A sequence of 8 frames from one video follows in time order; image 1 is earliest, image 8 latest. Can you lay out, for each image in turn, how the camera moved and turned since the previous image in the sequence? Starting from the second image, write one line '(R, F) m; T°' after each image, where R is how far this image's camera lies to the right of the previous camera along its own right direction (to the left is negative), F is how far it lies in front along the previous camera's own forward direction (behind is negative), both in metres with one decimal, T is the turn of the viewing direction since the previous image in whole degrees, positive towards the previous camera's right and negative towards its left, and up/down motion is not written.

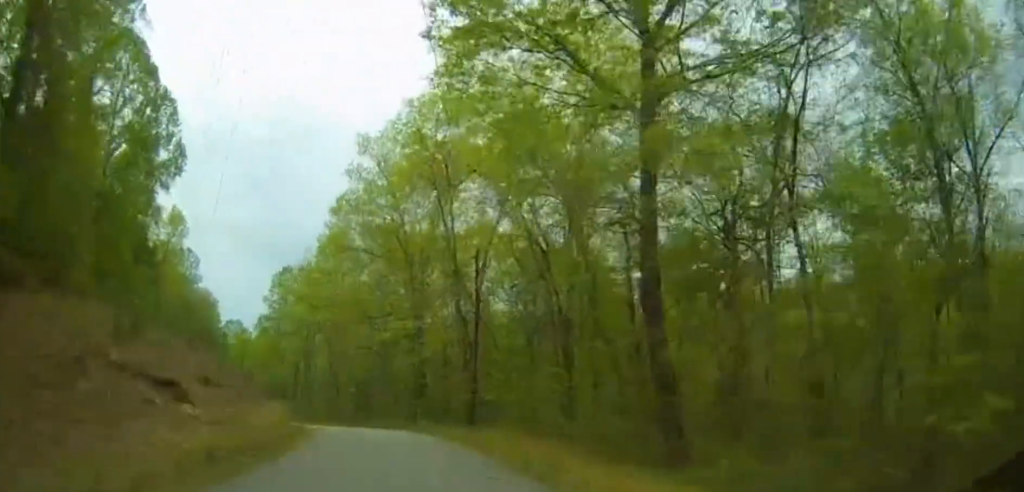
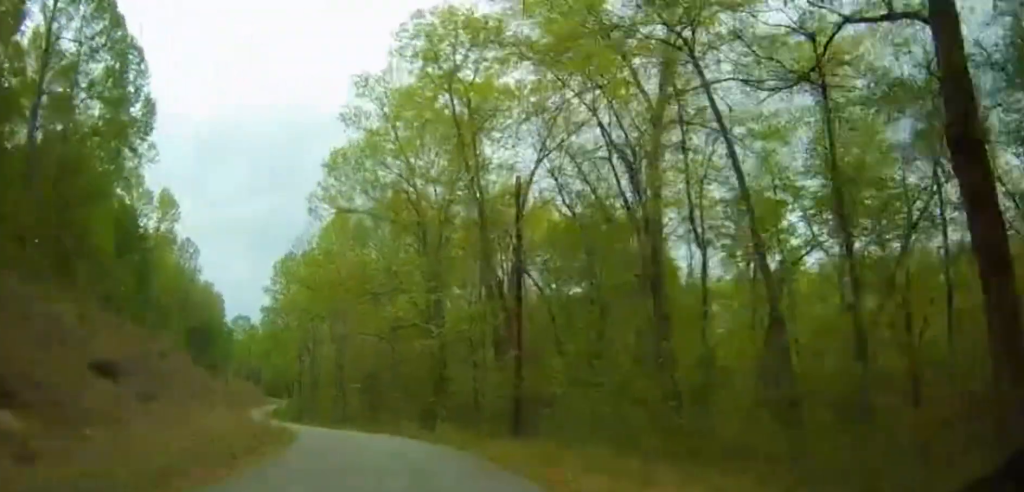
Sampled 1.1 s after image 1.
(-0.4, +9.8) m; -1°
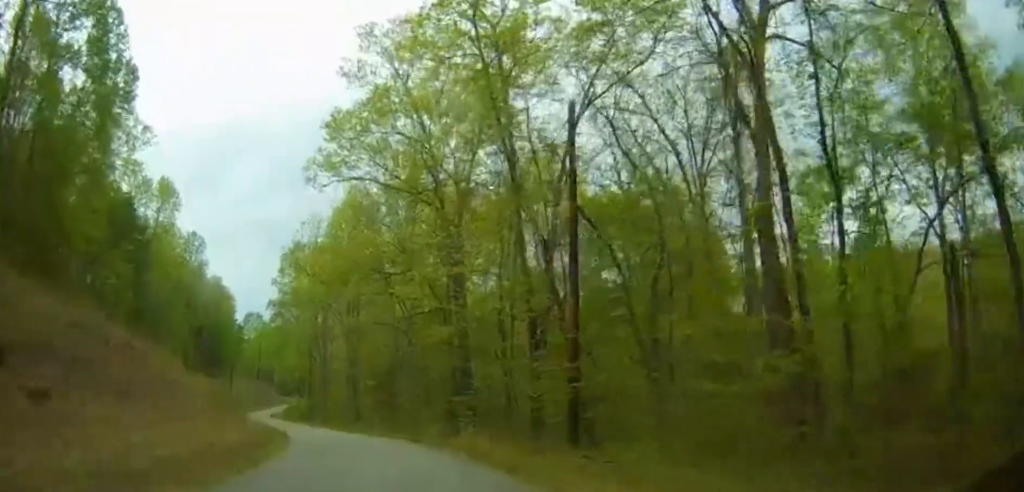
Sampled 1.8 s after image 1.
(+0.3, +6.0) m; -1°
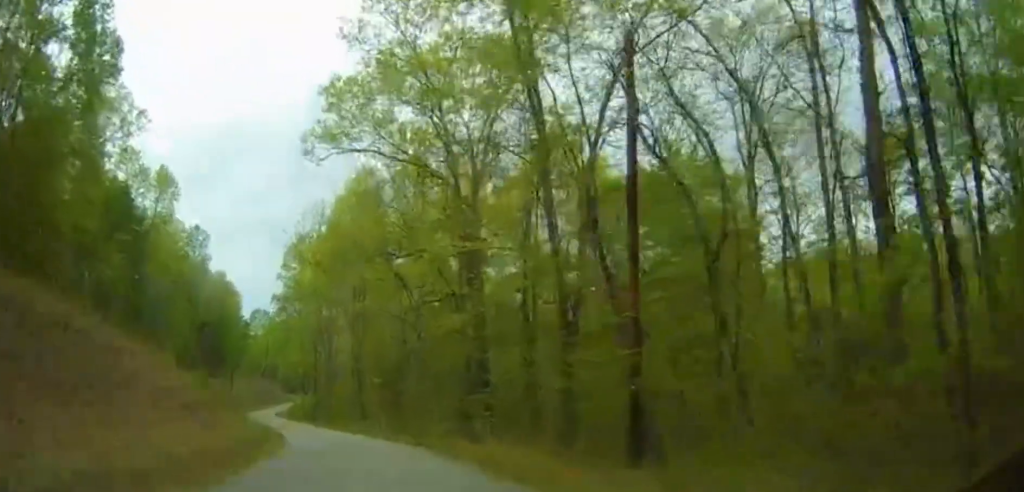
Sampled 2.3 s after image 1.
(-0.3, +3.9) m; -1°
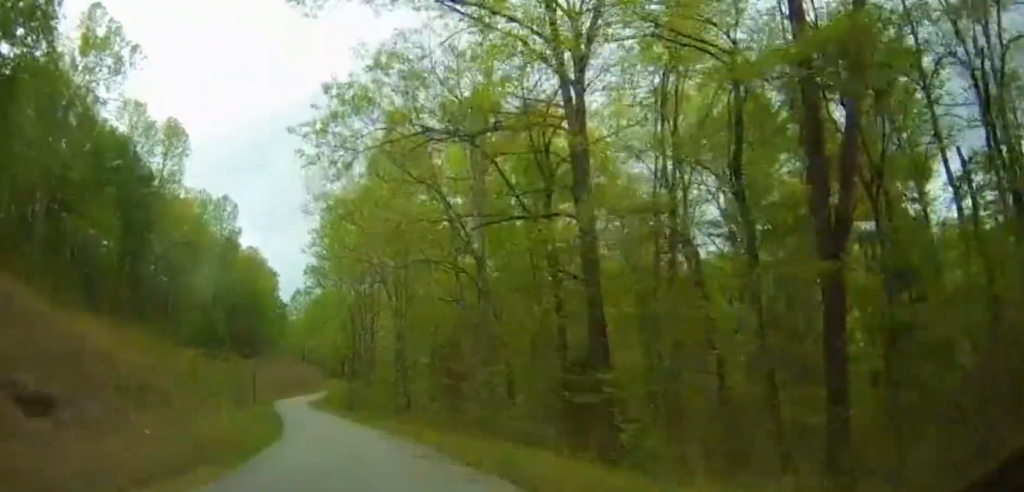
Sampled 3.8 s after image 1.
(-0.2, +12.7) m; 0°
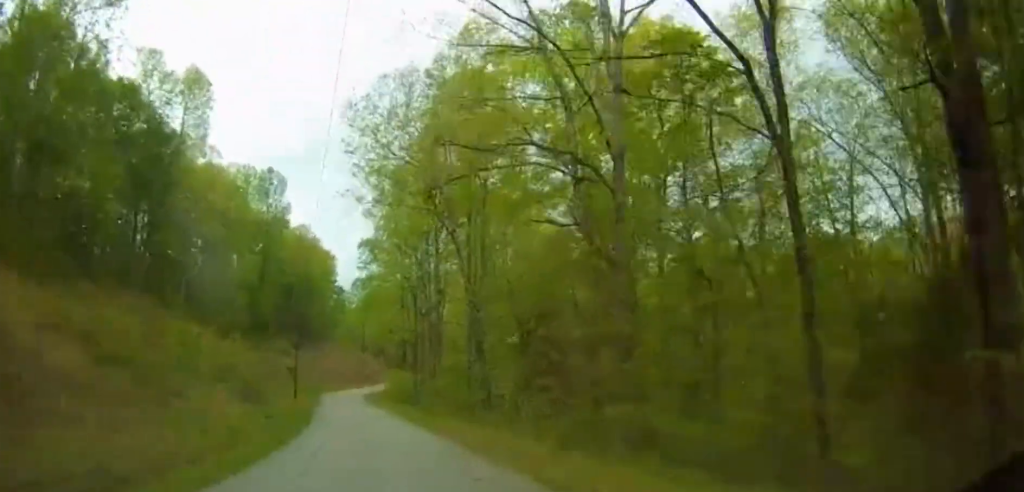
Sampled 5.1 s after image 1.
(-0.6, +12.3) m; -8°
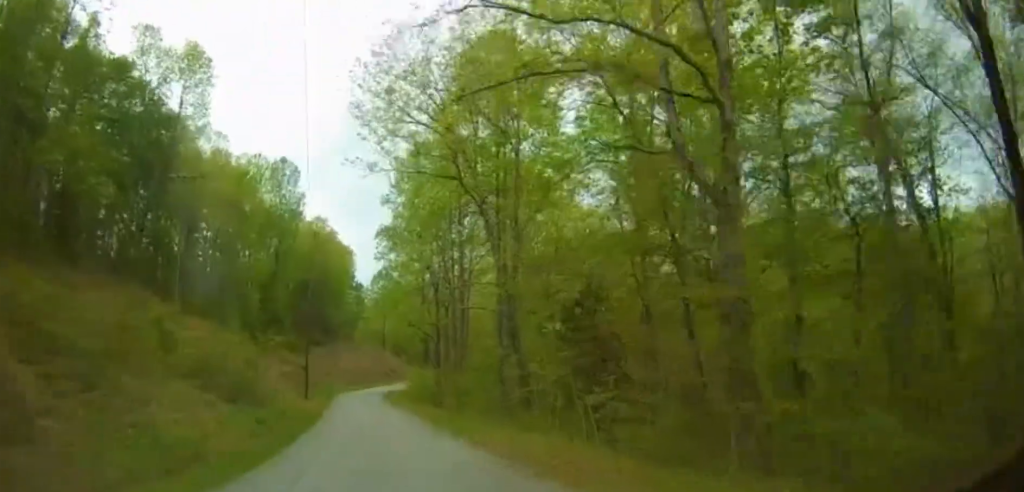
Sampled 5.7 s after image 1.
(-0.5, +5.3) m; -2°
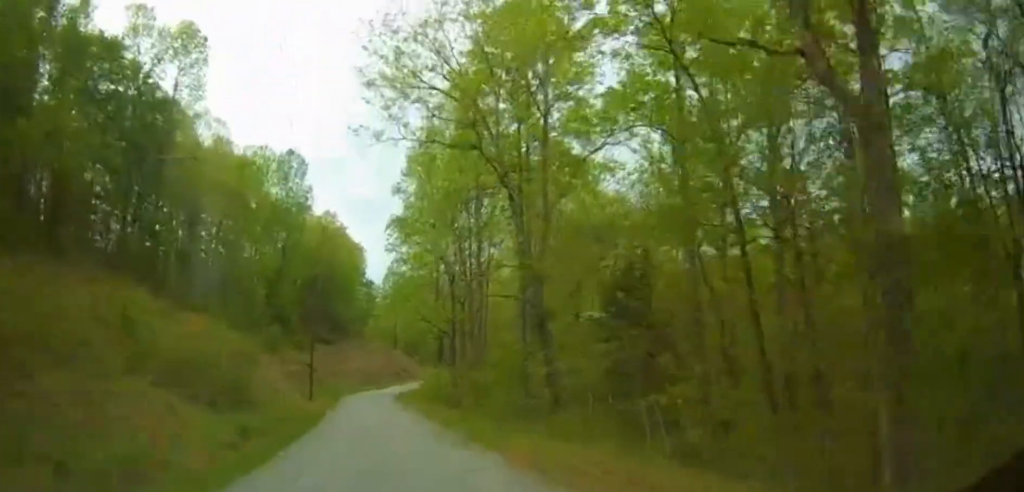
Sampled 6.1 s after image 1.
(0.0, +4.2) m; -2°
